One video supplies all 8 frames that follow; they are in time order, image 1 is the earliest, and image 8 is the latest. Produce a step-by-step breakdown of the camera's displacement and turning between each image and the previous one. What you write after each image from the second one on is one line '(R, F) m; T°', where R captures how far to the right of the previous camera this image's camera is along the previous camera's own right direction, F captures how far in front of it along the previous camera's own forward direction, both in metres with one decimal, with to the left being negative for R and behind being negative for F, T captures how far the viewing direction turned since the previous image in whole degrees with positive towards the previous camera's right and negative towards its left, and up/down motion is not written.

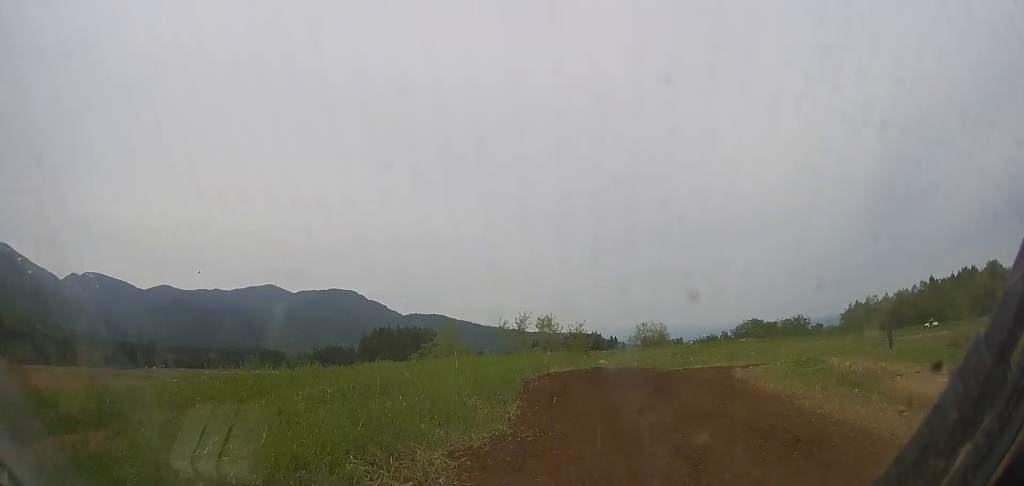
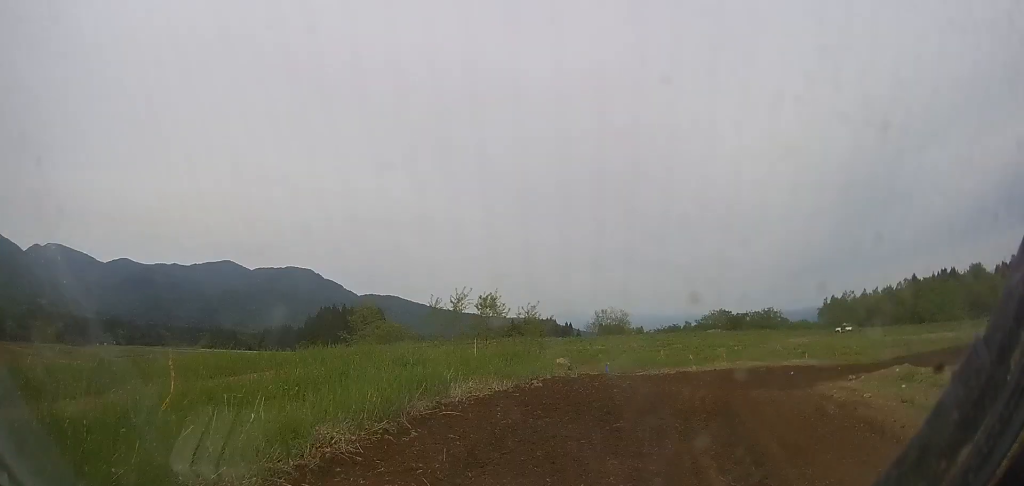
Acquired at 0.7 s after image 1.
(+2.9, +7.4) m; +23°
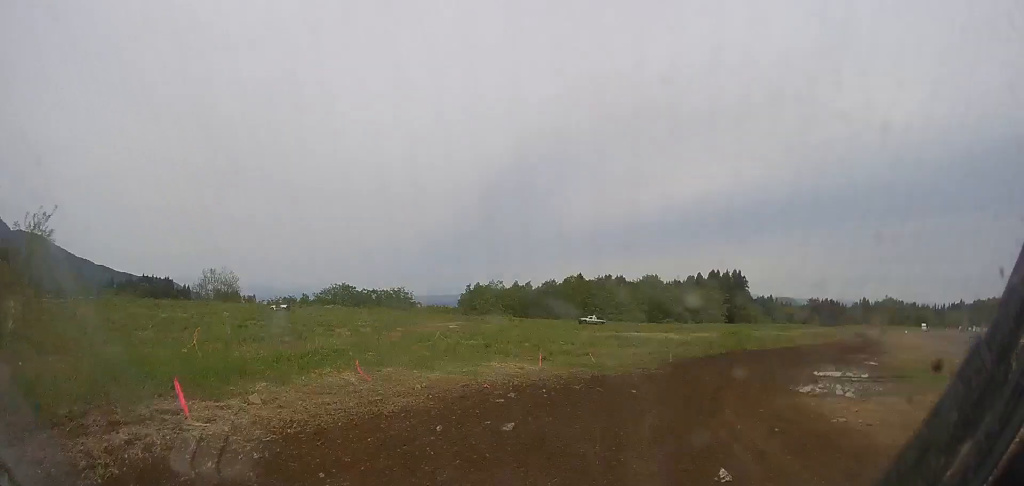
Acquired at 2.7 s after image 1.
(+6.5, +20.4) m; +21°
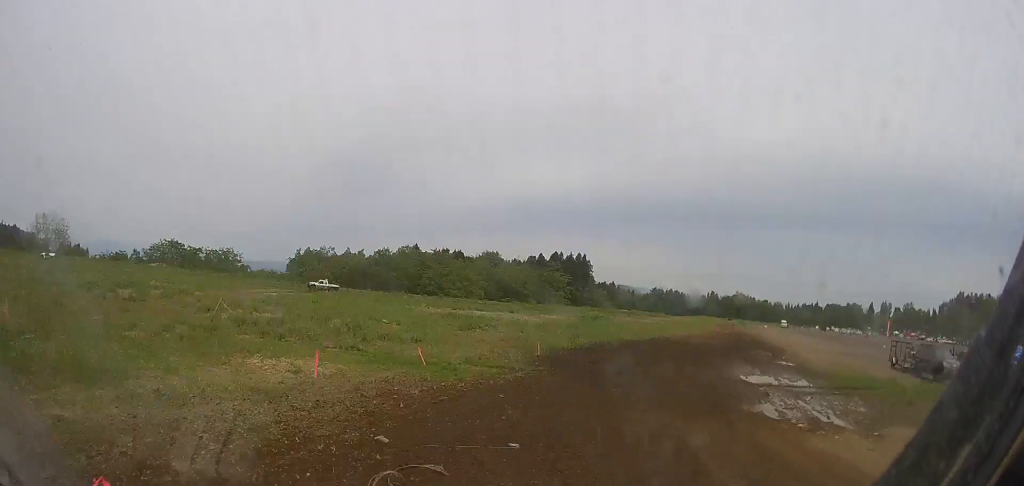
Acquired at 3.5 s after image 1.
(0.0, +8.5) m; 0°
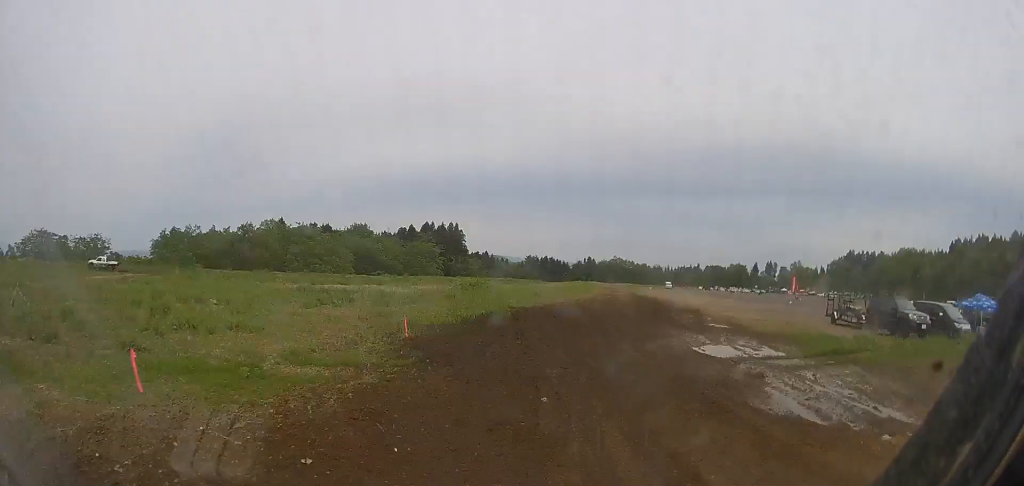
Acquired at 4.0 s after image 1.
(0.0, +5.8) m; 0°
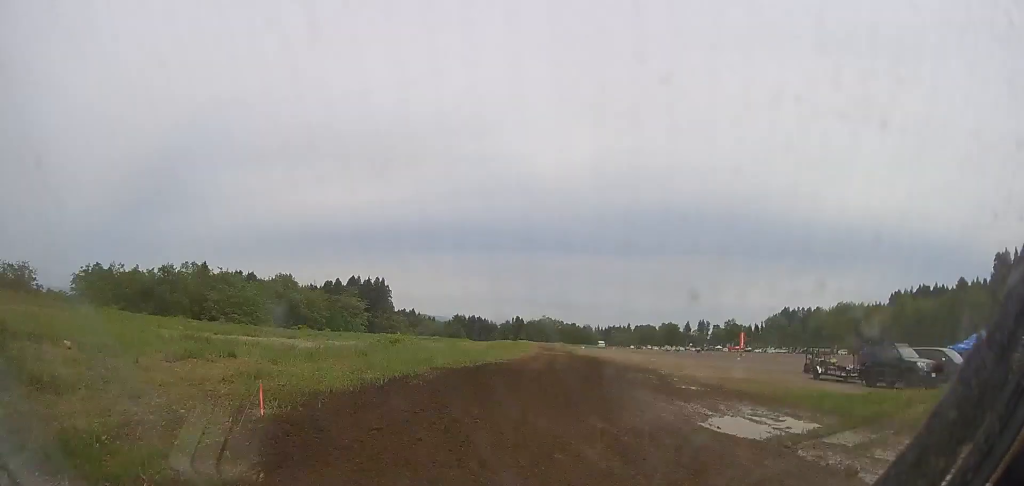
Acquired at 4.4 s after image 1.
(0.0, +4.5) m; +2°
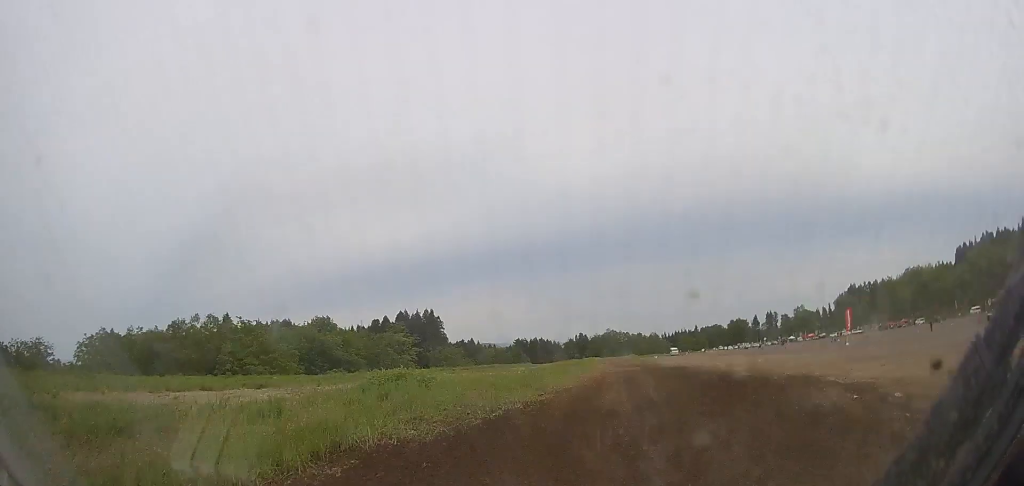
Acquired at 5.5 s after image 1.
(+0.5, +11.8) m; +12°
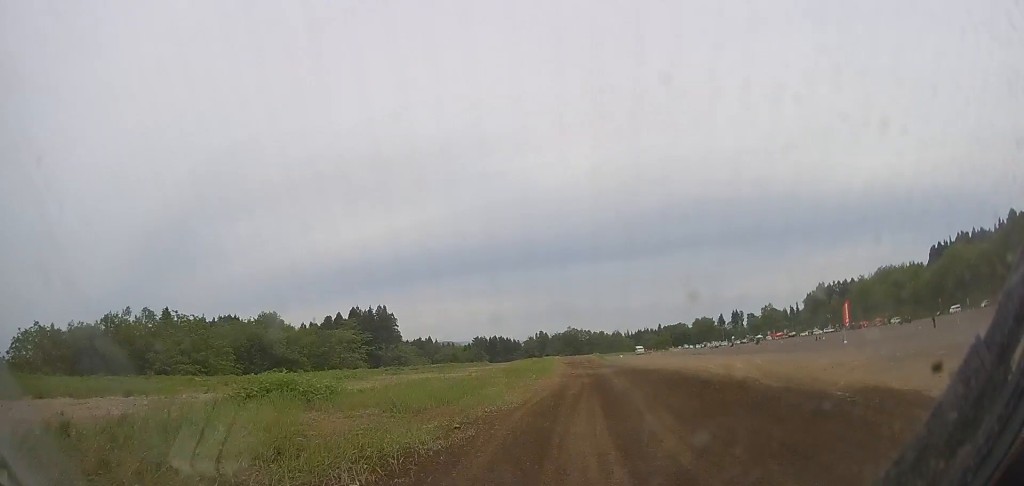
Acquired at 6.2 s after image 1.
(+0.4, +8.0) m; +12°
